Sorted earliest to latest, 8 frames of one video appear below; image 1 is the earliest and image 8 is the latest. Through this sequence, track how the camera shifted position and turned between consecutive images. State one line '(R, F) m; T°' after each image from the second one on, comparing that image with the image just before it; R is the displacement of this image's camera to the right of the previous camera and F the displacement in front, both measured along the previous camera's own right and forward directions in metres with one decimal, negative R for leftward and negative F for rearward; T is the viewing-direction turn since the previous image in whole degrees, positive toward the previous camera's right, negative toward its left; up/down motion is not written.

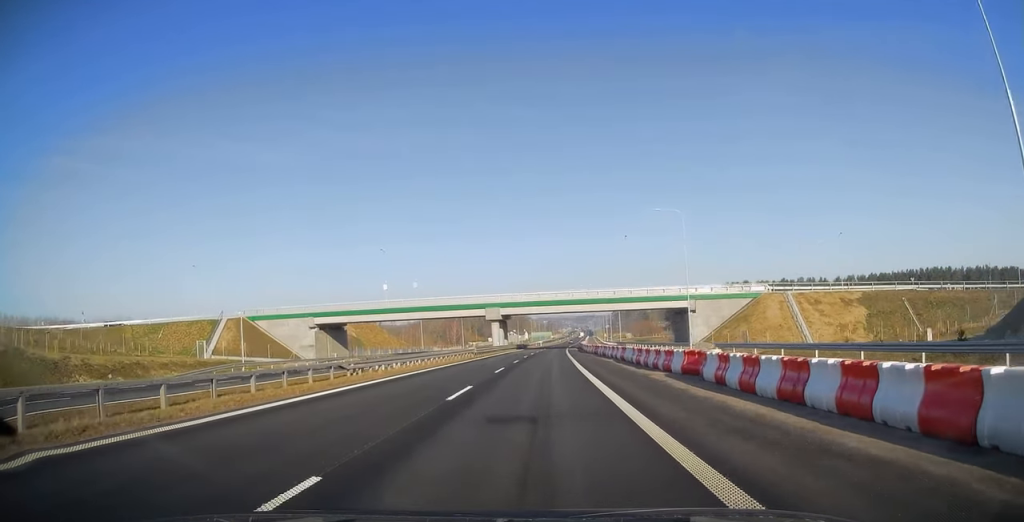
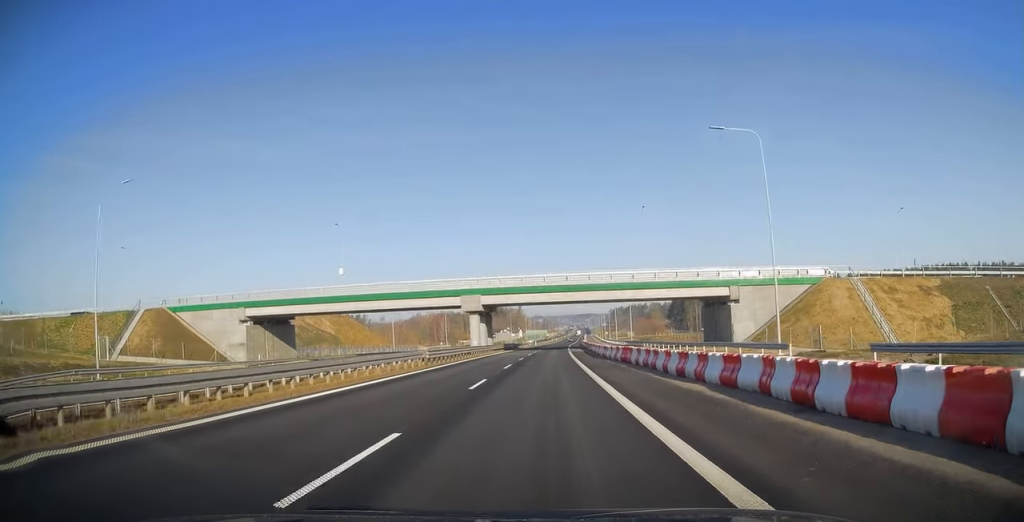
(-0.2, +20.8) m; 0°
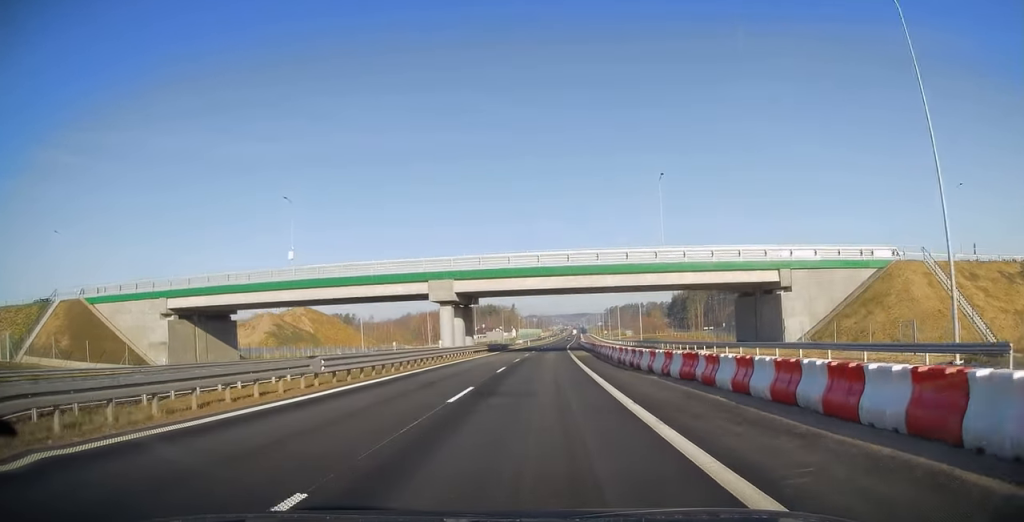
(-0.2, +15.3) m; 0°
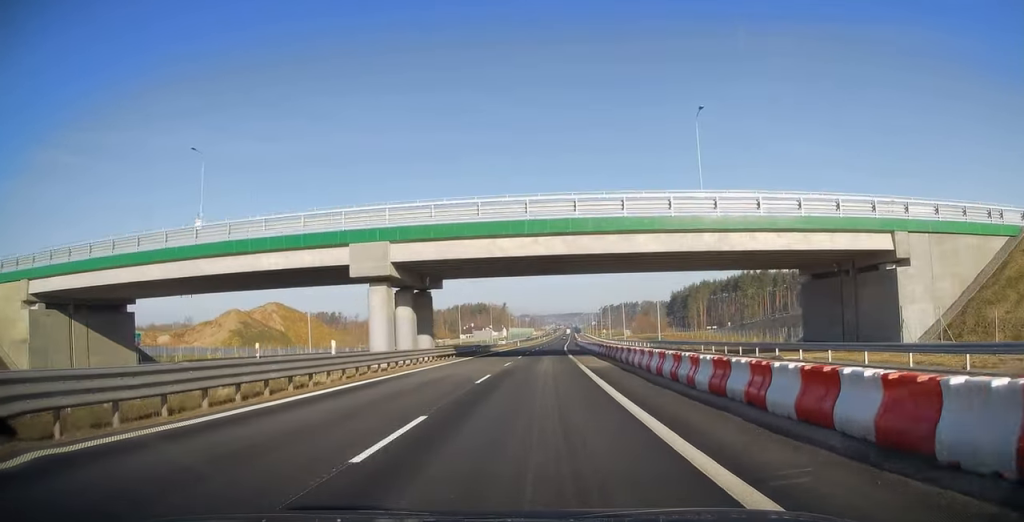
(+0.5, +18.3) m; +1°
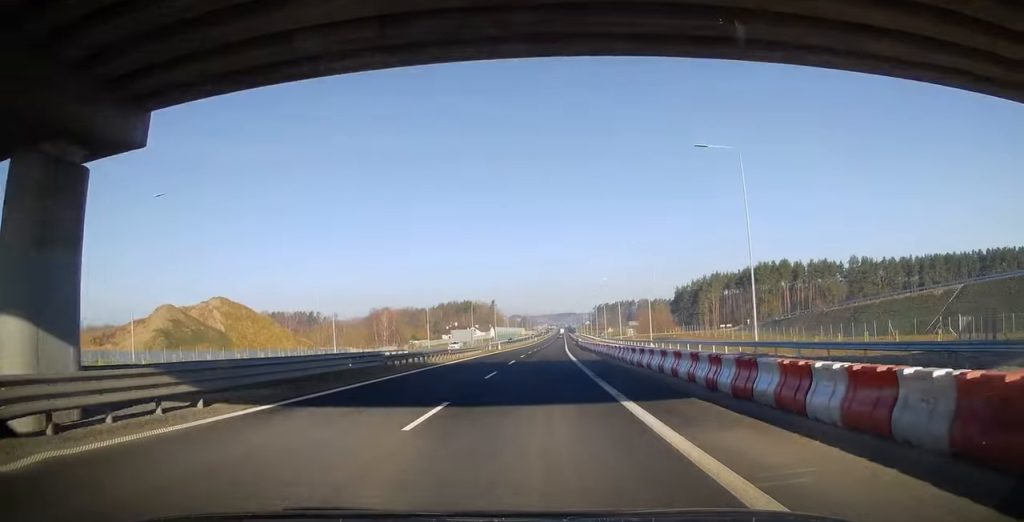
(+0.1, +33.1) m; +1°
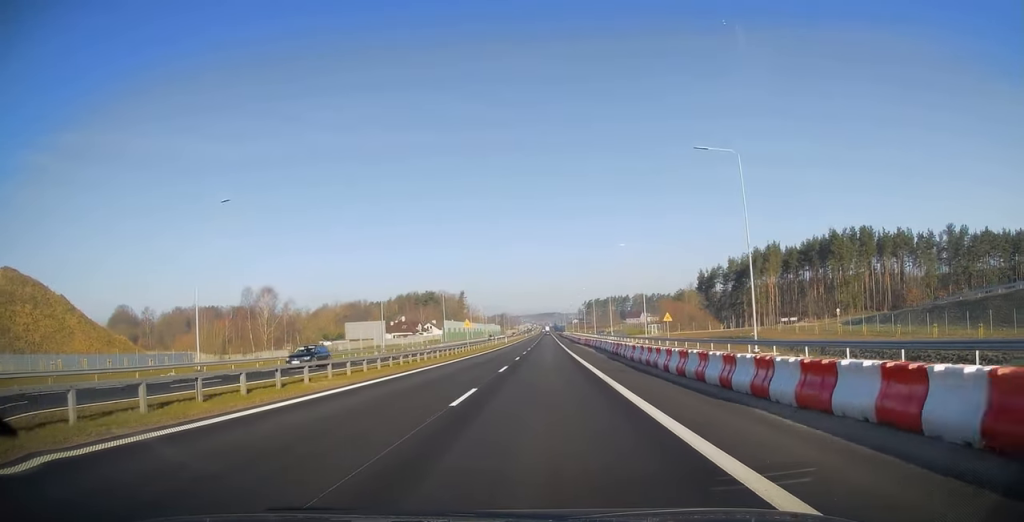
(+2.0, +79.7) m; +2°
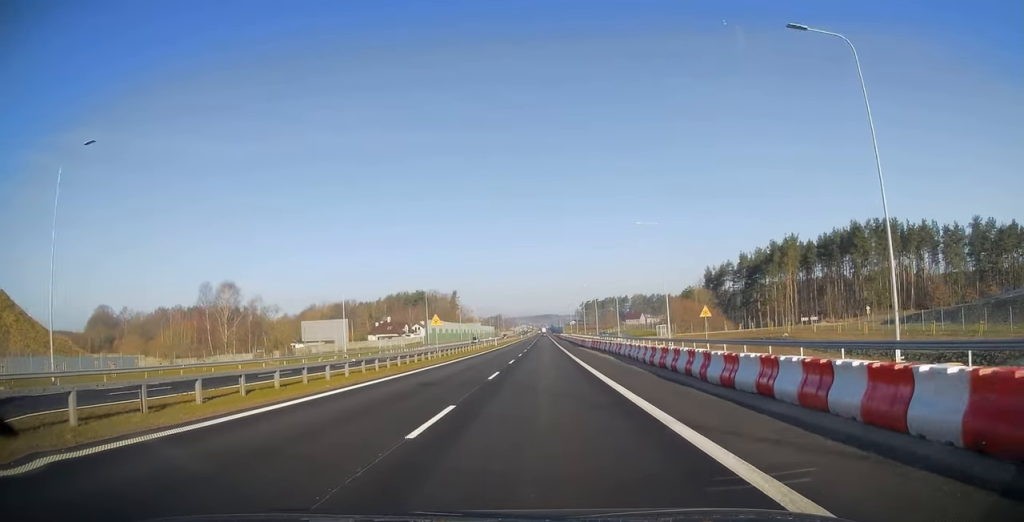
(-0.2, +15.7) m; 0°
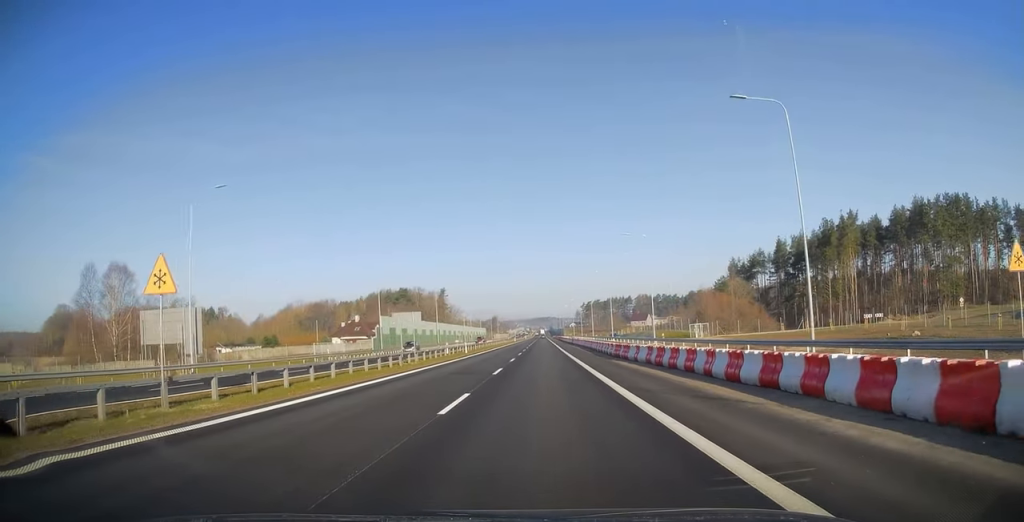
(+0.5, +32.8) m; +1°
